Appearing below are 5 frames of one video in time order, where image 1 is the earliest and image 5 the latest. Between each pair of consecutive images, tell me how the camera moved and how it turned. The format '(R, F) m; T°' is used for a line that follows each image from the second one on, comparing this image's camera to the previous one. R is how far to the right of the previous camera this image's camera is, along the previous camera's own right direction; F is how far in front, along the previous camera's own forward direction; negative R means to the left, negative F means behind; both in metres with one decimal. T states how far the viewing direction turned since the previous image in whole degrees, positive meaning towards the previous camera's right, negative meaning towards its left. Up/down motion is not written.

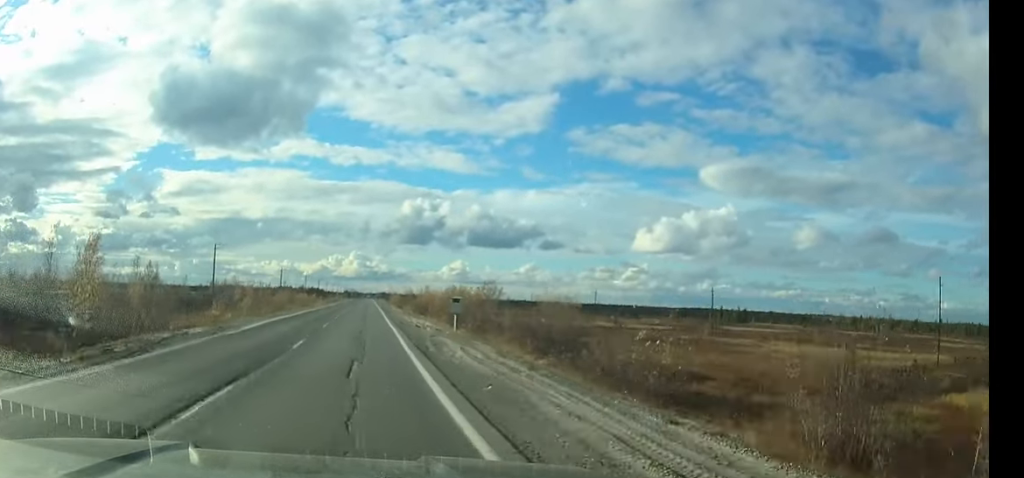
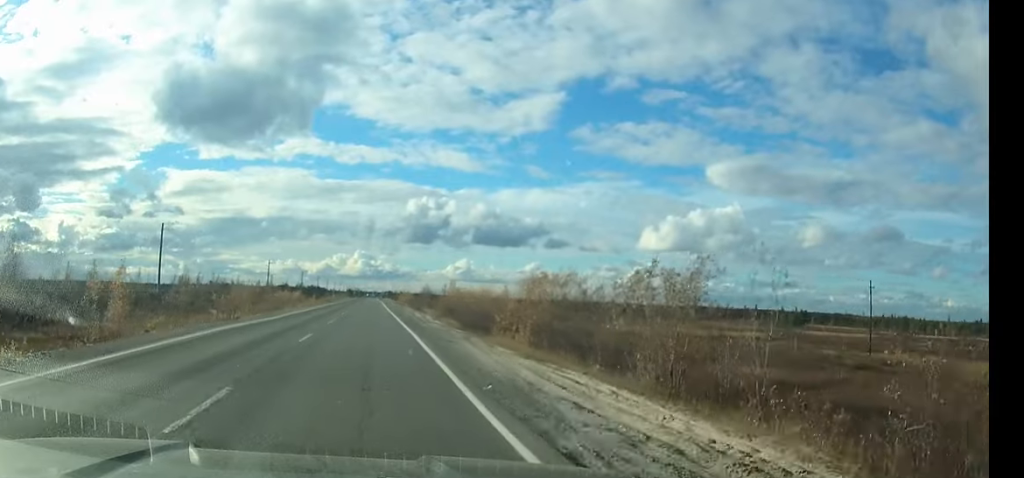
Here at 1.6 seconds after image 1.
(-0.1, +40.2) m; 0°
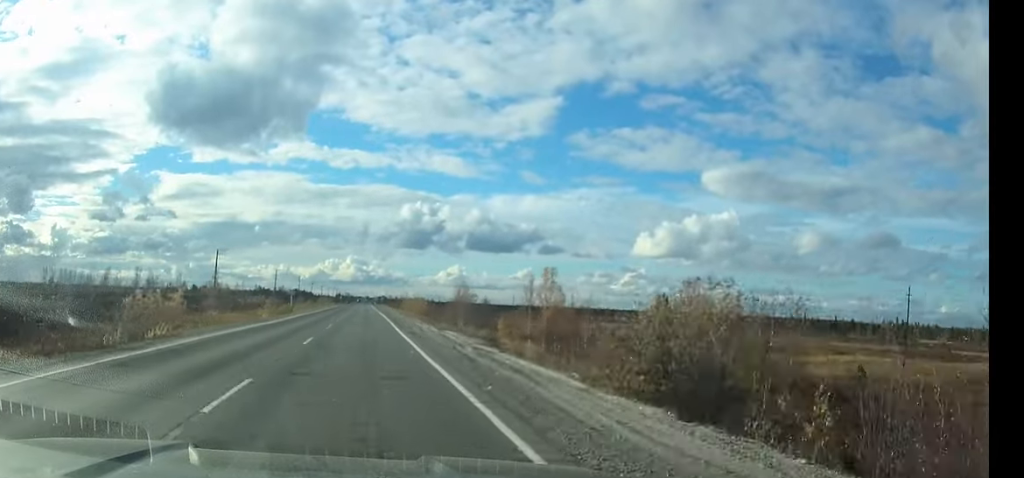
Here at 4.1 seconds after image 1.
(+0.2, +58.4) m; +1°
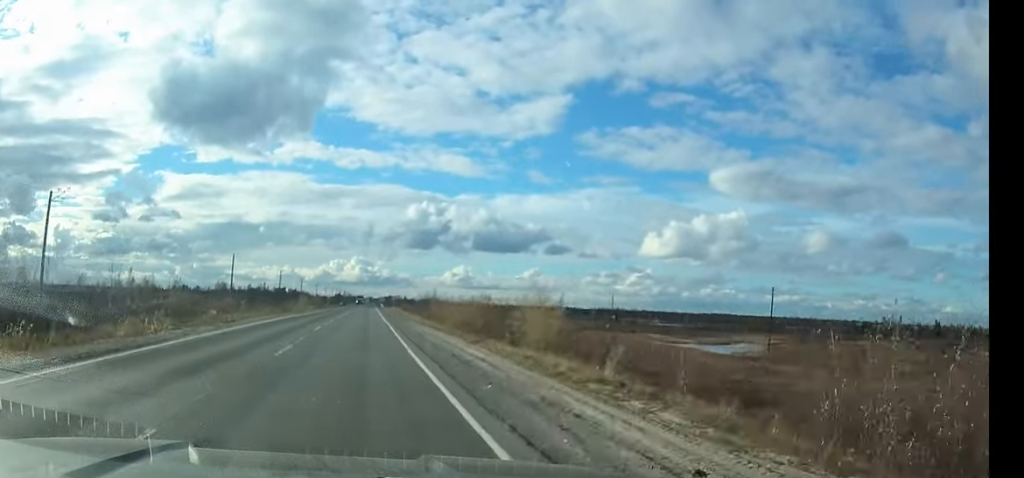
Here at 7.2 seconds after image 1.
(-0.2, +75.8) m; 0°
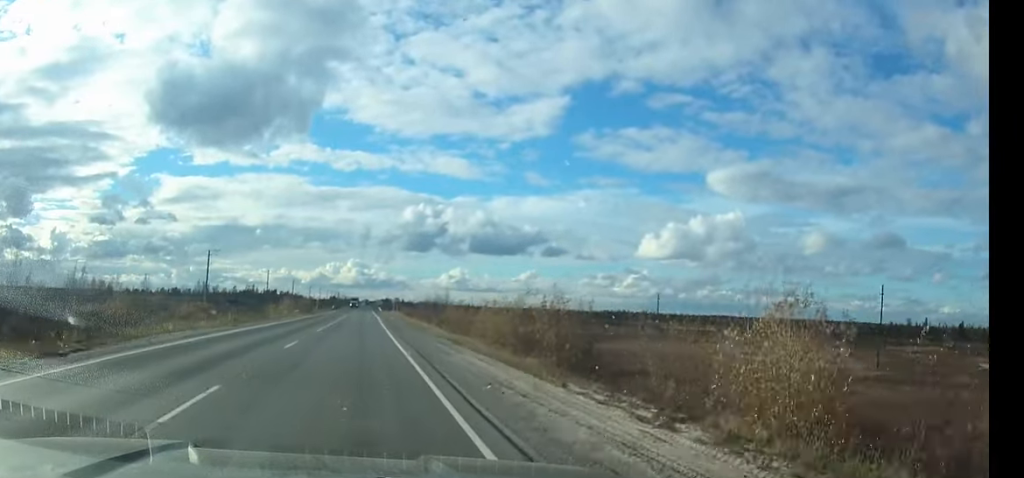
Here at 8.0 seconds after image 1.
(0.0, +20.1) m; 0°
